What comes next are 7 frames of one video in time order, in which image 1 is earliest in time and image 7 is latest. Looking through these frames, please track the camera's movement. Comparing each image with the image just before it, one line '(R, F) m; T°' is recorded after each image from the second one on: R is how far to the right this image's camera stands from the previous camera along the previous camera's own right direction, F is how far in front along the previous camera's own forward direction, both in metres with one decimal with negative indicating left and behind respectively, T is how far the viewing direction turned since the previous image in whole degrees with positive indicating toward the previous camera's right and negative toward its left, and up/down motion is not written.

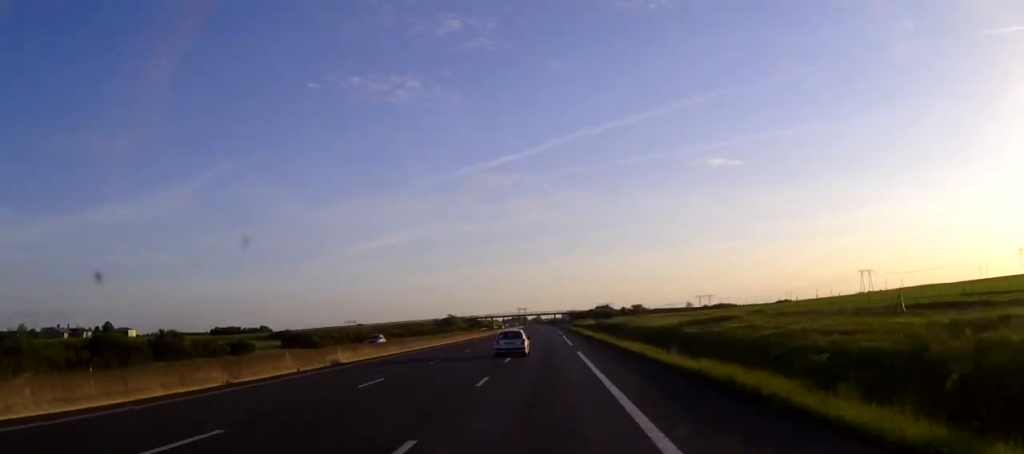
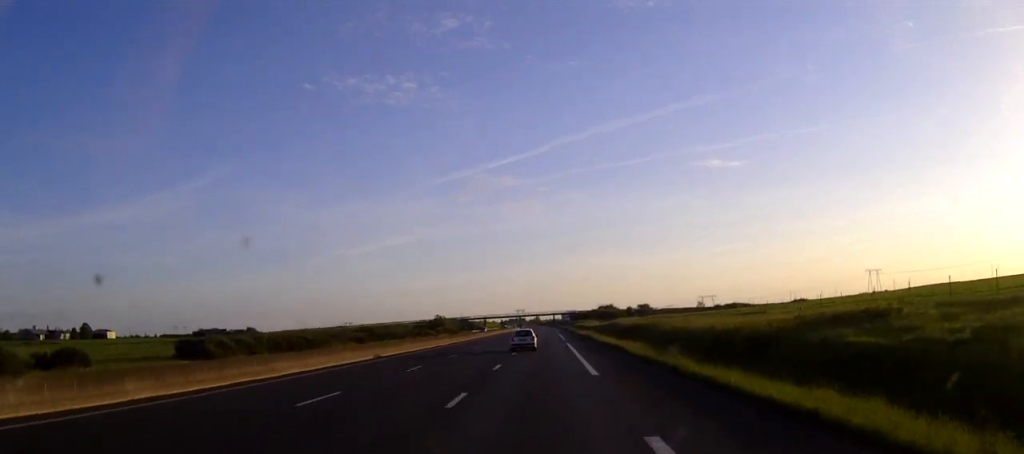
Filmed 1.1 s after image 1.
(0.0, +31.5) m; 0°
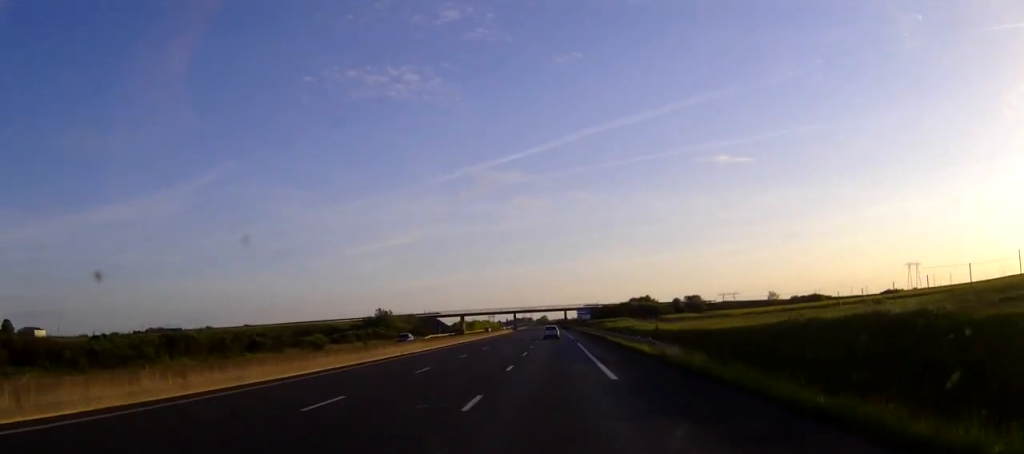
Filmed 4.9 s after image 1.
(-0.2, +105.8) m; 0°
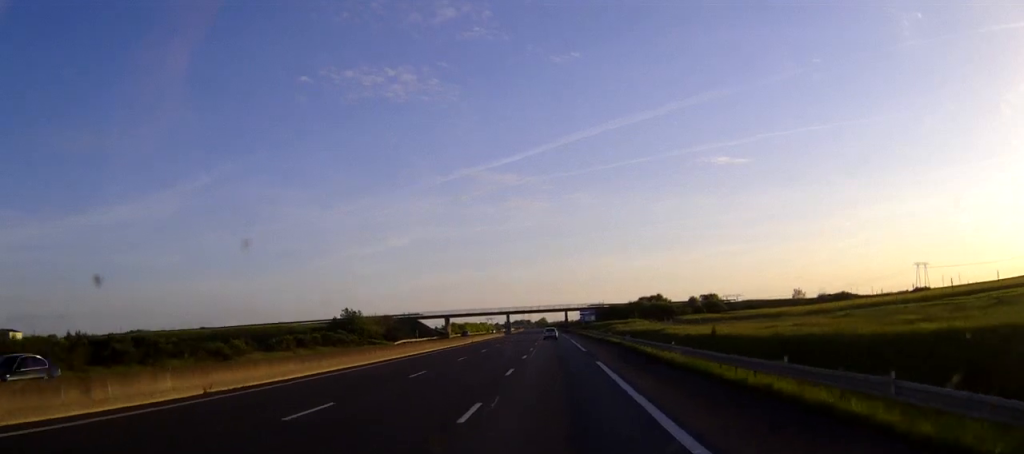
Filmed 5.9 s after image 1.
(0.0, +27.9) m; 0°
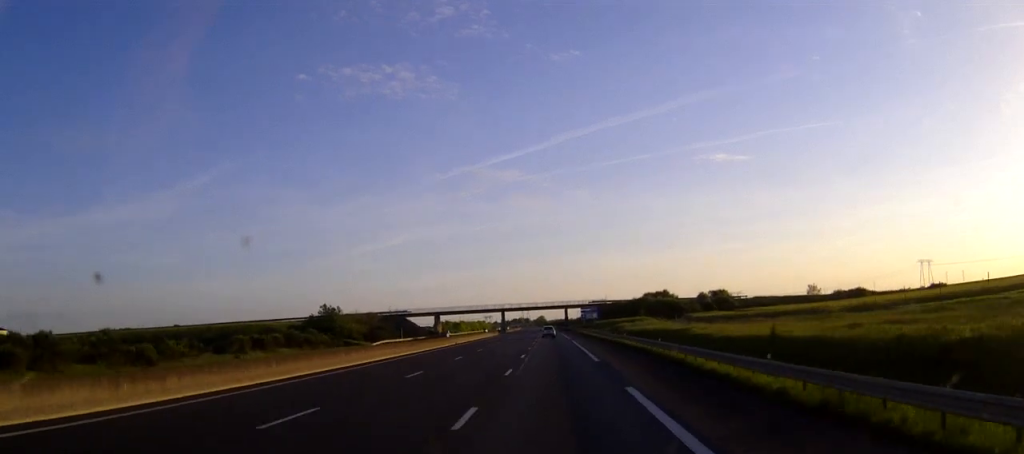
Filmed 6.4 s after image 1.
(0.0, +13.9) m; 0°
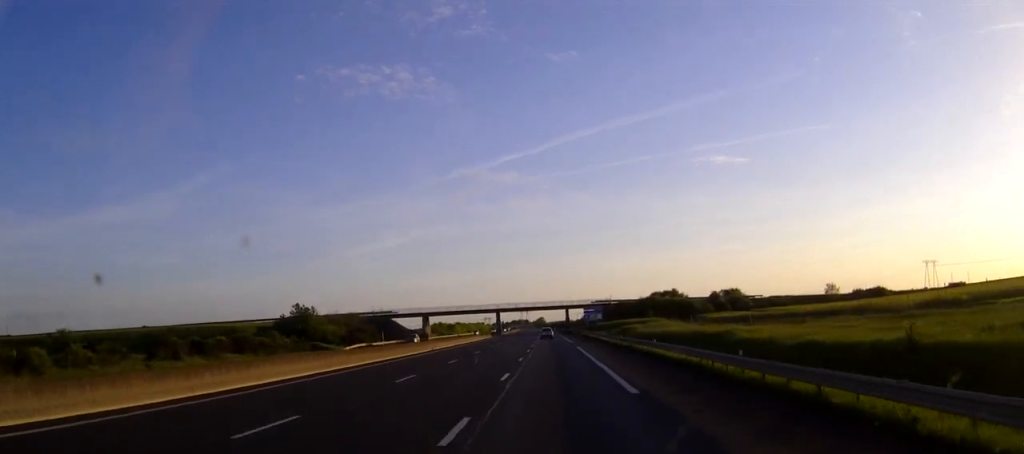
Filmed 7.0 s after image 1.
(0.0, +14.9) m; 0°
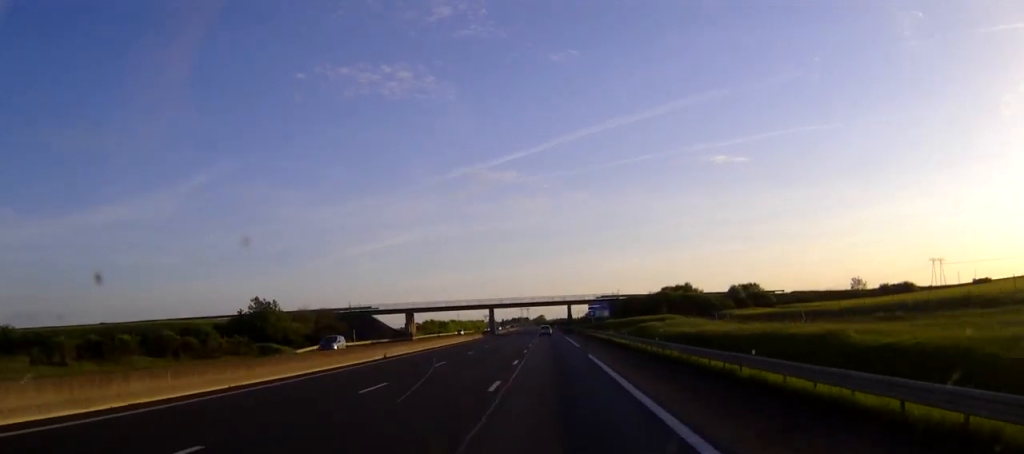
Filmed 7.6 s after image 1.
(0.0, +17.7) m; 0°
